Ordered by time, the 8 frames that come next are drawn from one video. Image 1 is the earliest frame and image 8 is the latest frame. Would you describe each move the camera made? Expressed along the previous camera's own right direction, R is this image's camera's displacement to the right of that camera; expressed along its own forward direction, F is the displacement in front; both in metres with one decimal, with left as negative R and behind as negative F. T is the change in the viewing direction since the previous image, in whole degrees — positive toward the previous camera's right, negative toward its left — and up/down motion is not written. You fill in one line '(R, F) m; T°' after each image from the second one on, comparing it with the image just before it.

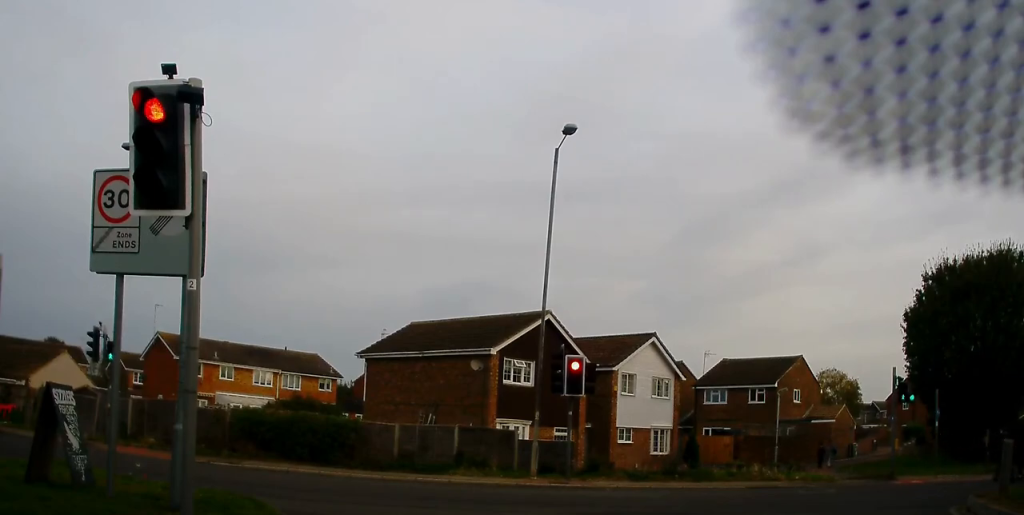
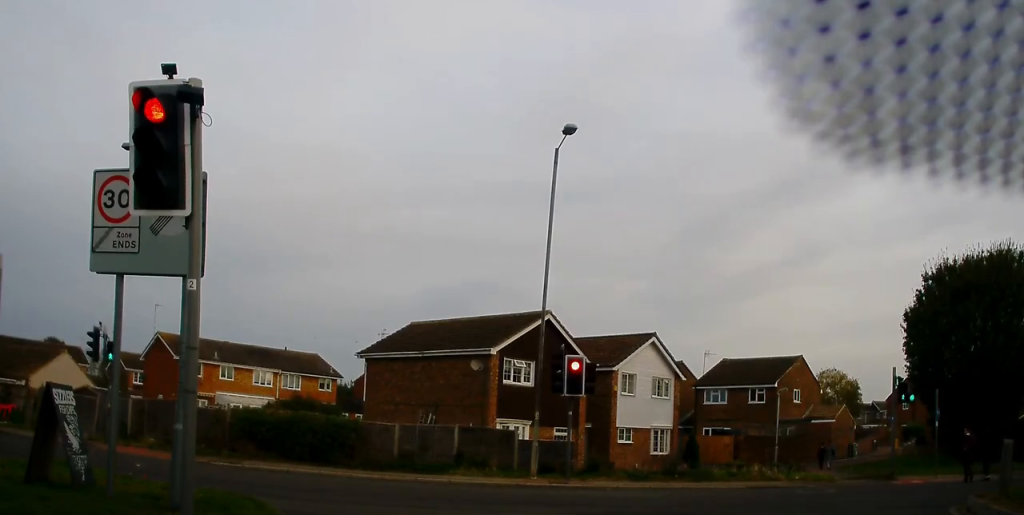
(0.0, 0.0) m; 0°
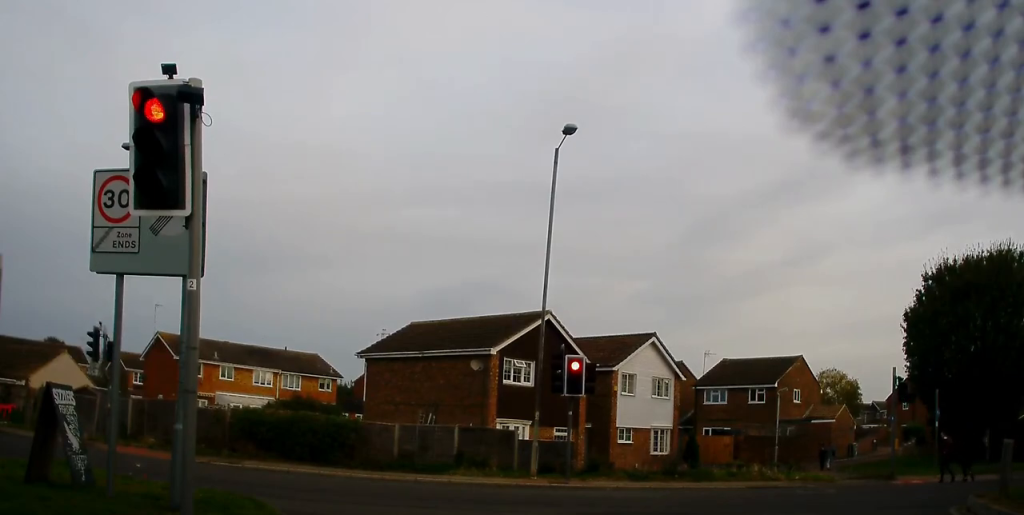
(0.0, 0.0) m; 0°
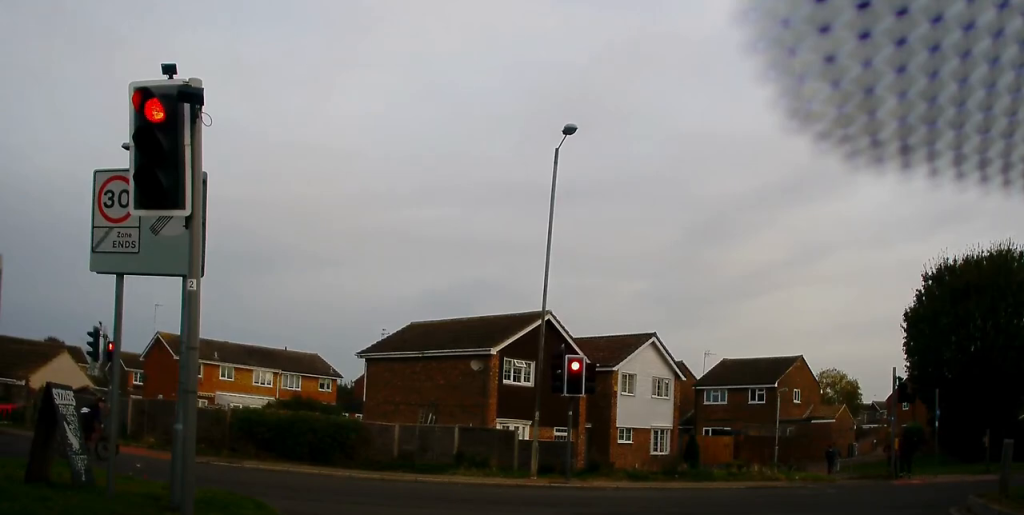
(0.0, 0.0) m; 0°
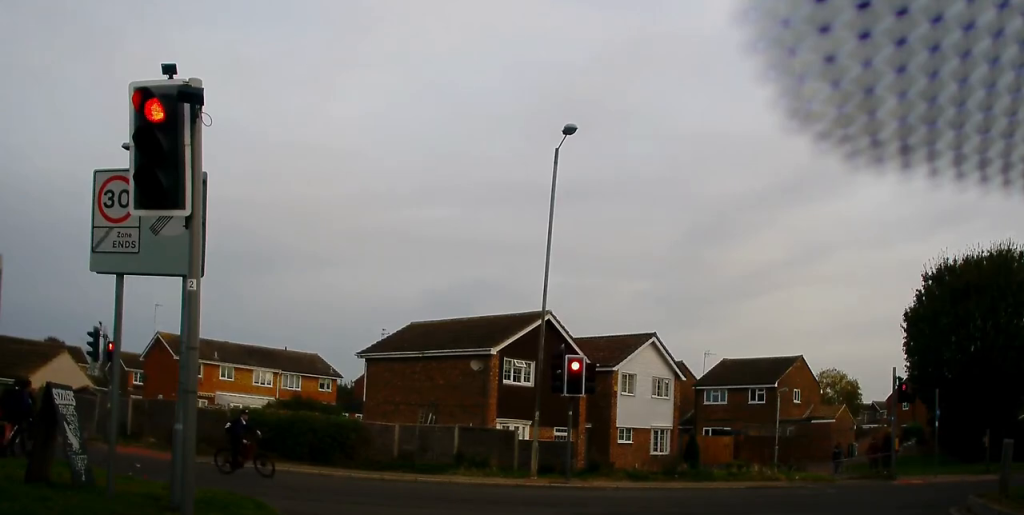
(0.0, 0.0) m; 0°
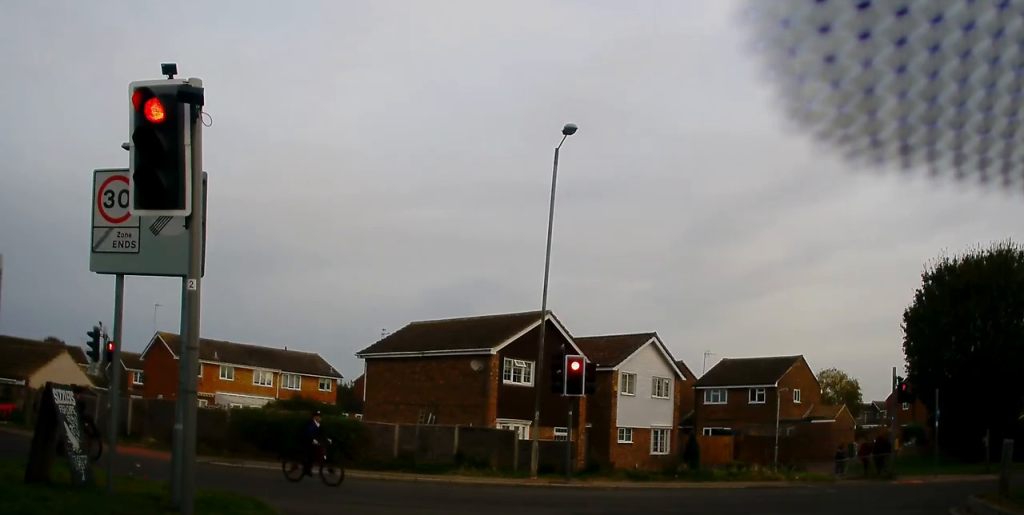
(0.0, 0.0) m; 0°
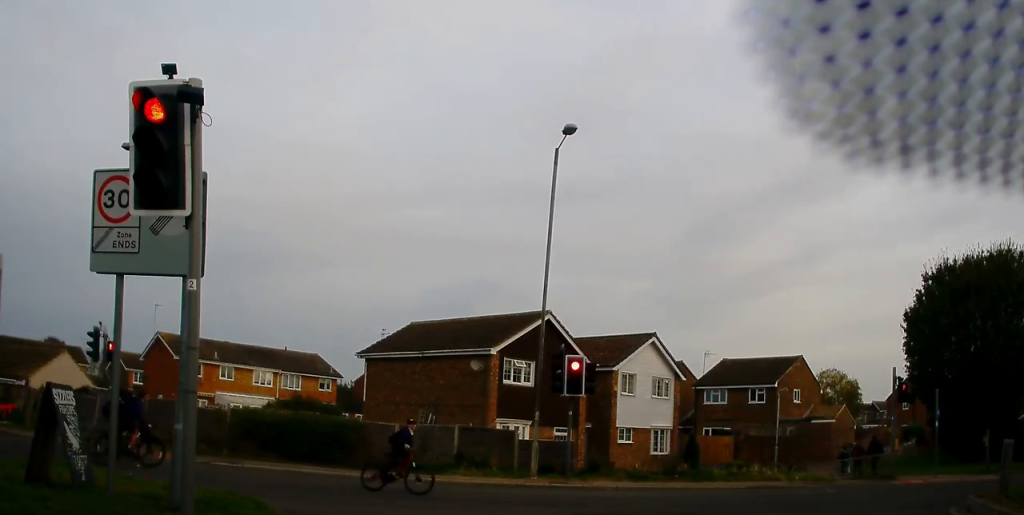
(0.0, 0.0) m; 0°
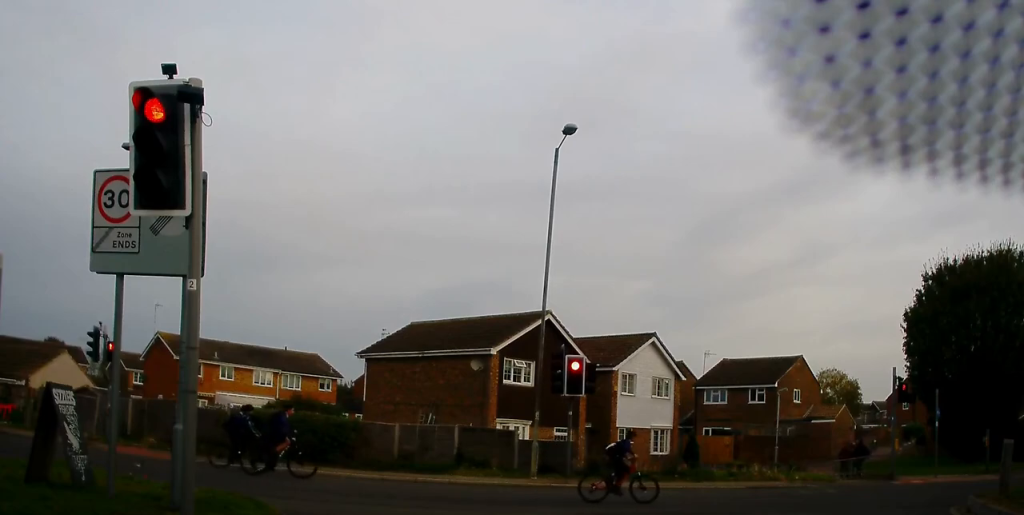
(0.0, 0.0) m; 0°
